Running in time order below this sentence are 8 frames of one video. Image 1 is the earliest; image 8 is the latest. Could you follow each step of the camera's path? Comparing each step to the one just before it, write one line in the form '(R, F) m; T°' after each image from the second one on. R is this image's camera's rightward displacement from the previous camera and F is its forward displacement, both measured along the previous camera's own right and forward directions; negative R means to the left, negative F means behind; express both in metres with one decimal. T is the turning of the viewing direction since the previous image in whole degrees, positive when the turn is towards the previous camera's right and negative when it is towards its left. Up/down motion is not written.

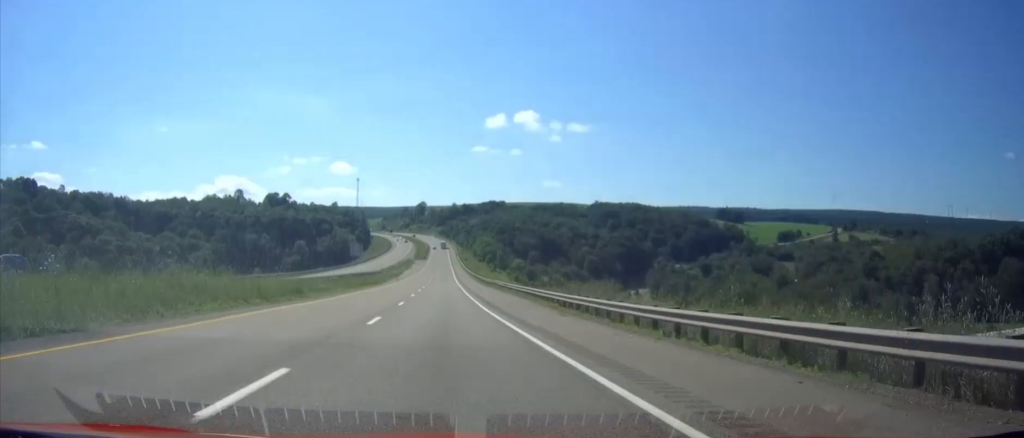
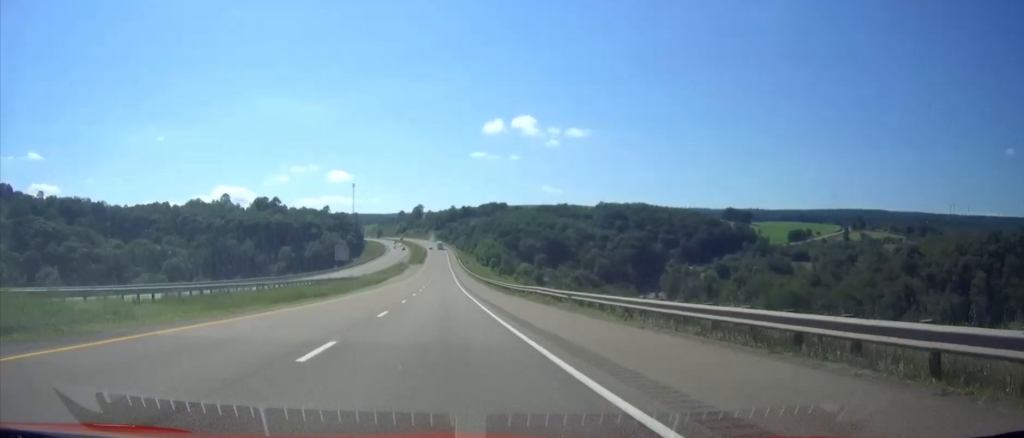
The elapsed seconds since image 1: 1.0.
(0.0, +32.1) m; 0°
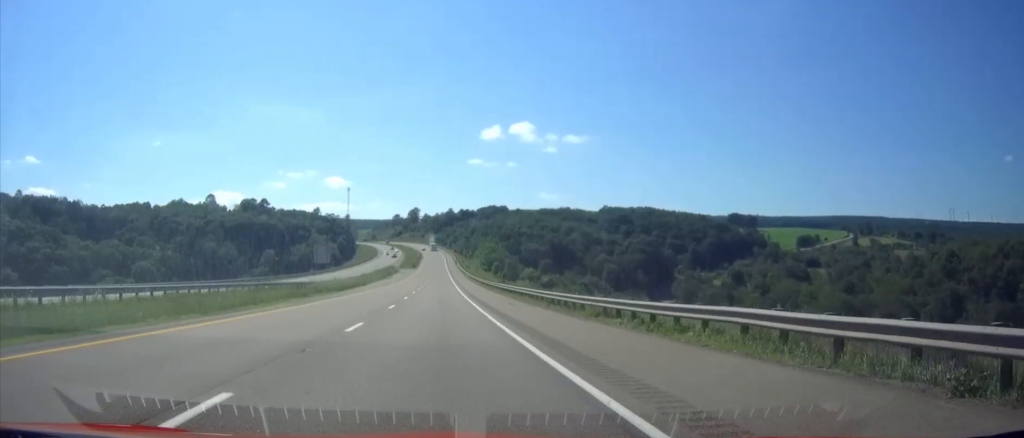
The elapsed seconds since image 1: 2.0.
(+0.1, +30.1) m; 0°
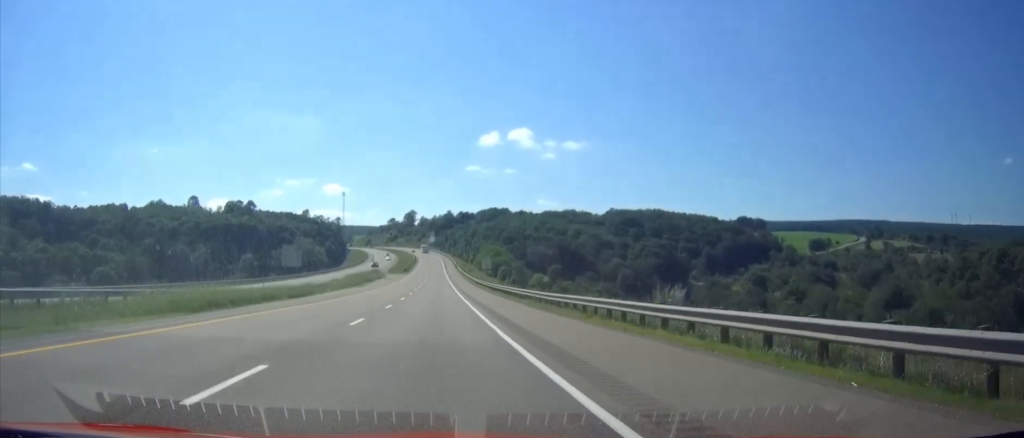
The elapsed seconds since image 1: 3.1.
(+0.1, +34.4) m; 0°
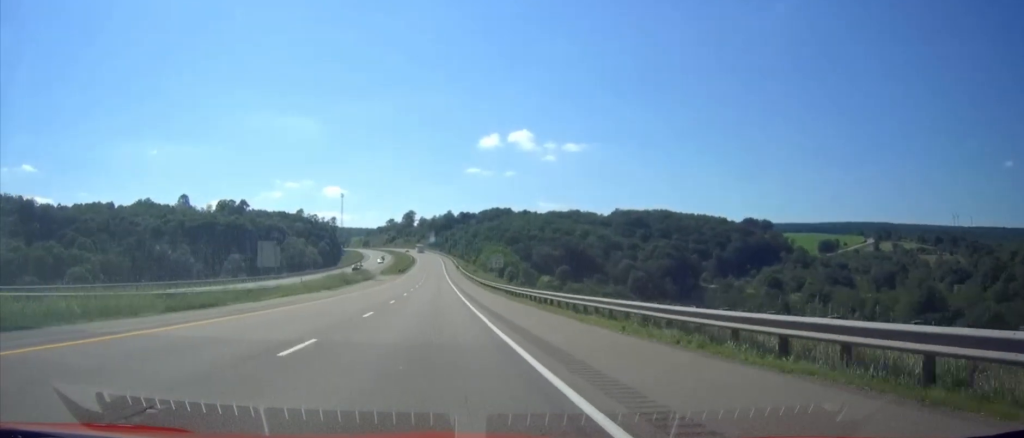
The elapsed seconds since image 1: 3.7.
(0.0, +19.9) m; 0°
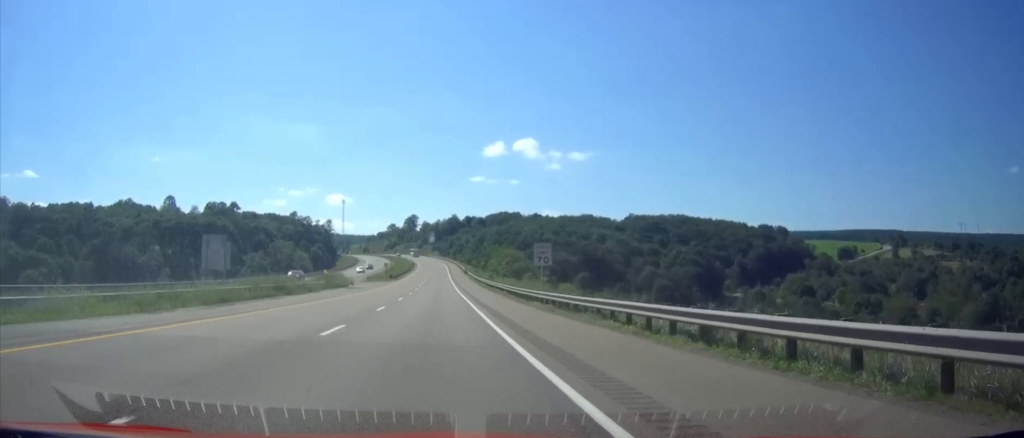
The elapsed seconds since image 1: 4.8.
(-0.1, +32.8) m; 0°
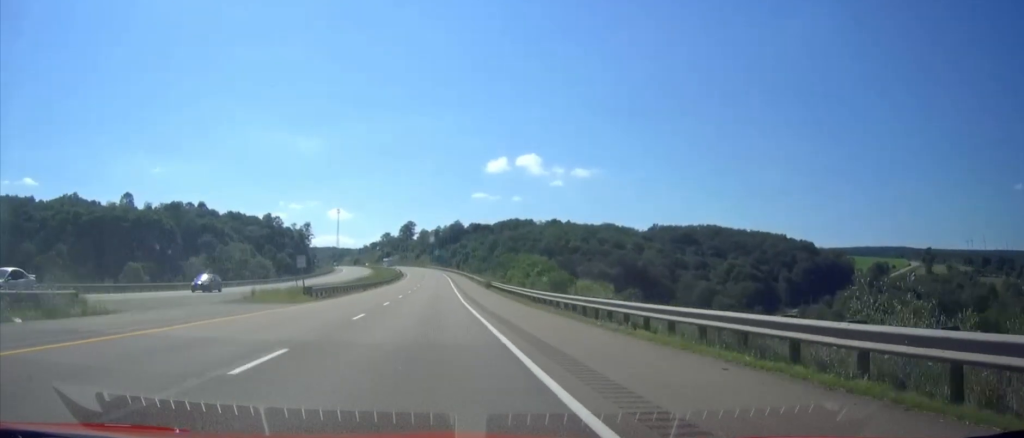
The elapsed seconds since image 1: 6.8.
(-0.2, +66.7) m; 0°
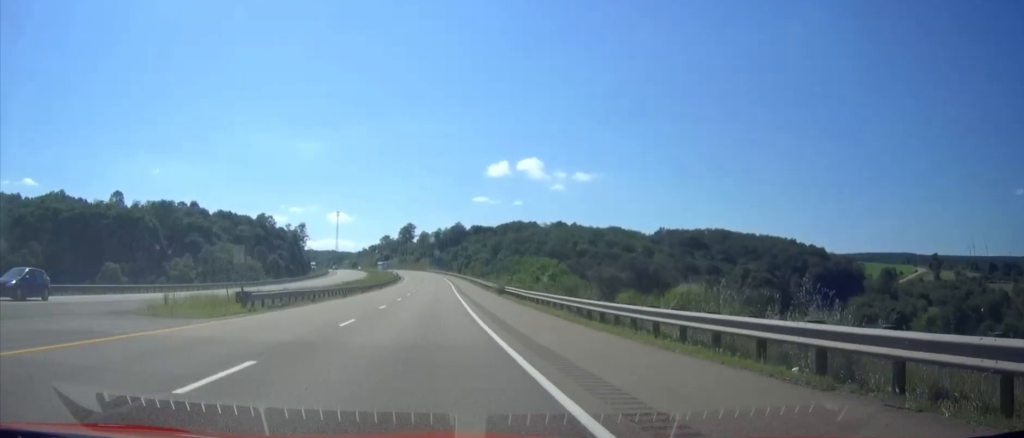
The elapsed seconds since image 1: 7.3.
(+0.1, +14.2) m; 0°
